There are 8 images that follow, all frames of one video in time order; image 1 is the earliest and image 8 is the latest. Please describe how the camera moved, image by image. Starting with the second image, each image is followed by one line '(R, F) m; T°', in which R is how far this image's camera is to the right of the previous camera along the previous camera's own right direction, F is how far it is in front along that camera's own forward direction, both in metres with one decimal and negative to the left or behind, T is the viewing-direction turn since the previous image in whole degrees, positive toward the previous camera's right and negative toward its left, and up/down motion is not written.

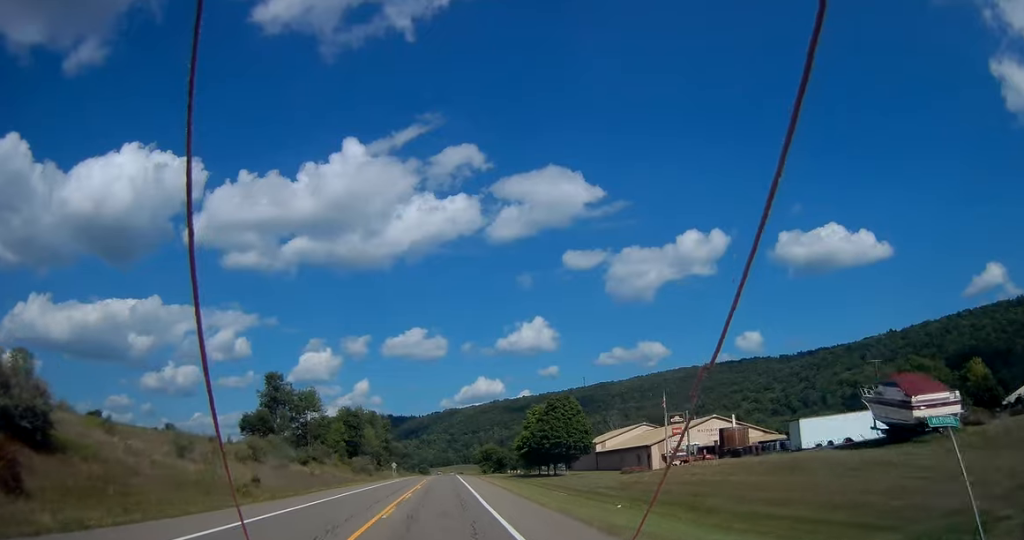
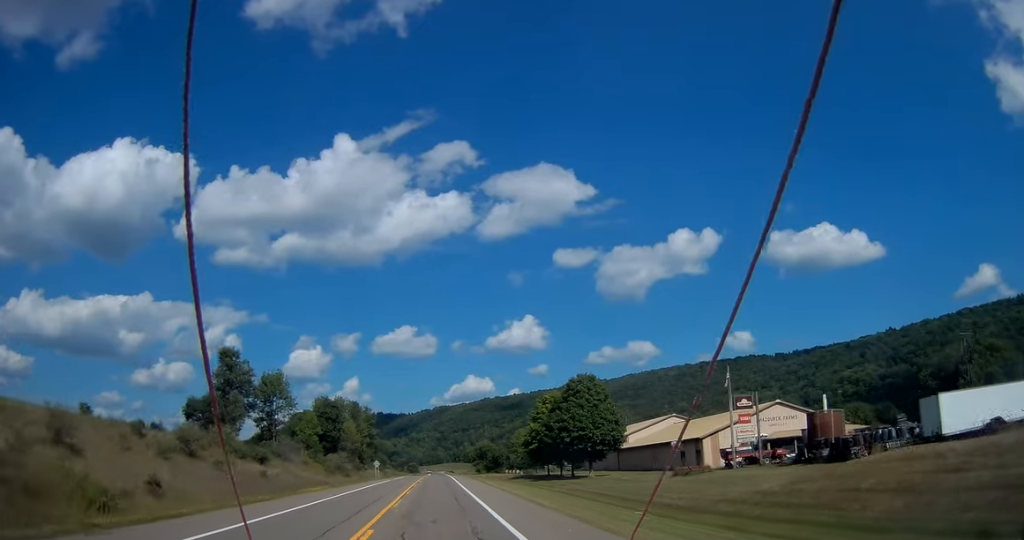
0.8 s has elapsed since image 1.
(-0.1, +19.1) m; +1°
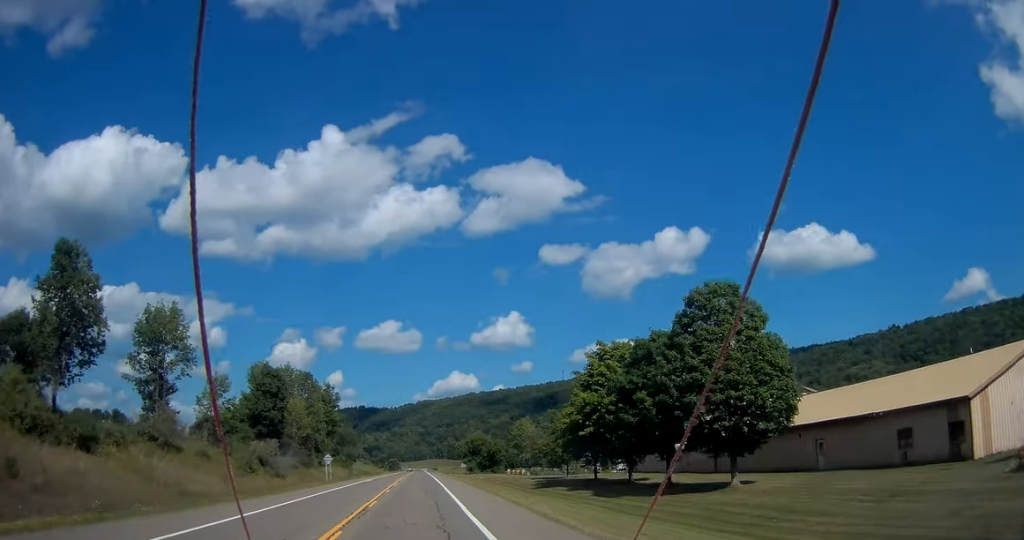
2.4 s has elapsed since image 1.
(+0.7, +38.2) m; +1°
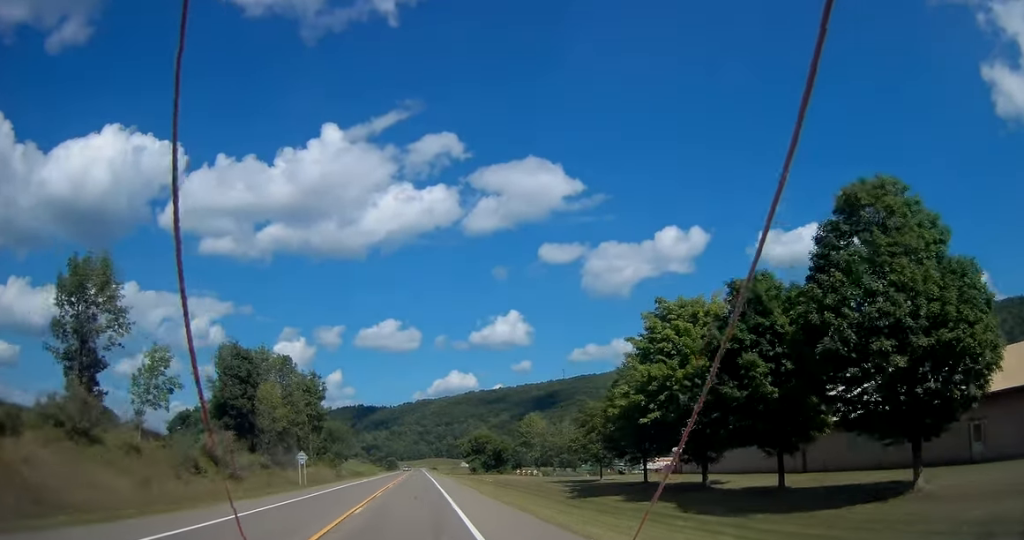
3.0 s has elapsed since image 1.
(0.0, +15.1) m; 0°
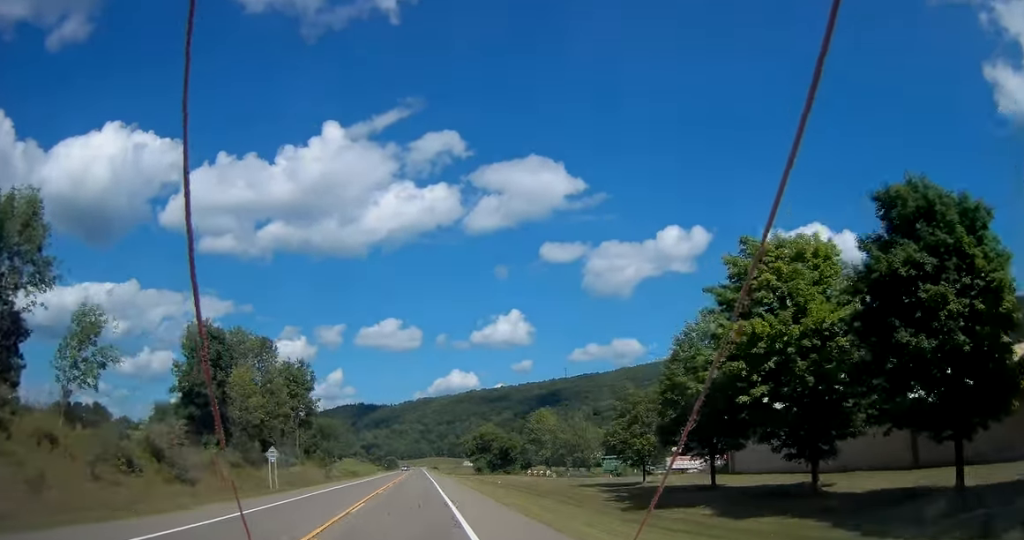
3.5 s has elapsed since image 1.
(0.0, +11.9) m; 0°
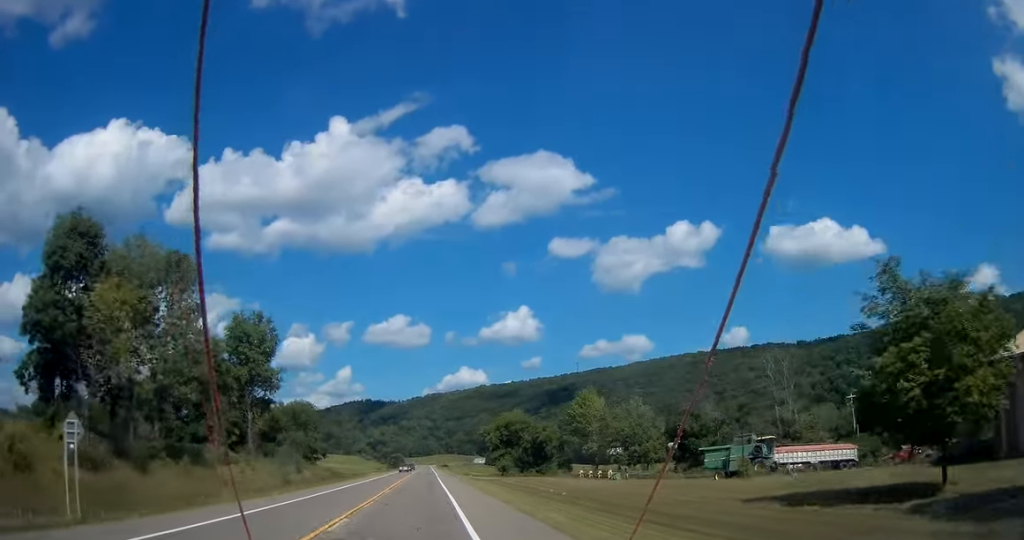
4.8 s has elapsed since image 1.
(+0.1, +30.2) m; 0°
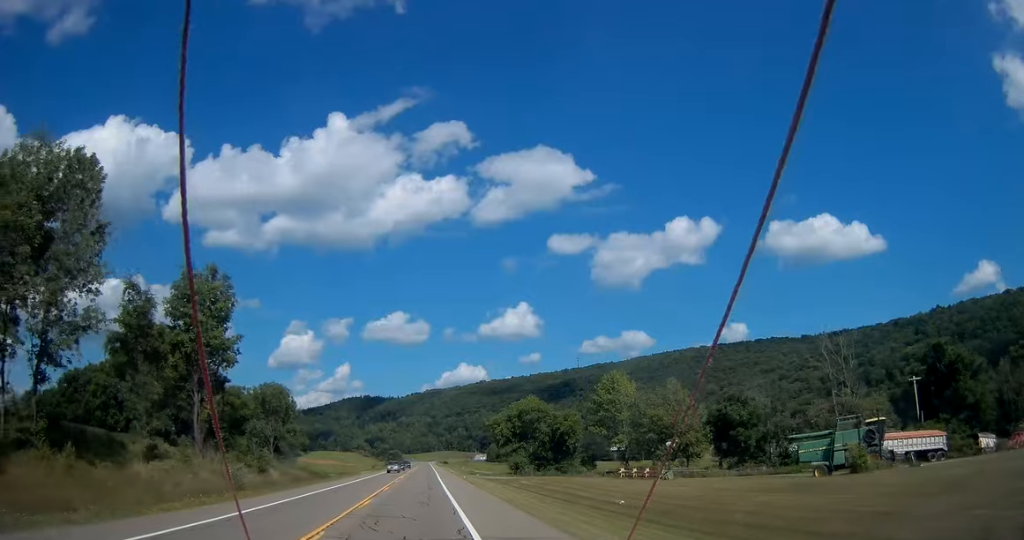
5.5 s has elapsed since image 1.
(0.0, +16.0) m; 0°
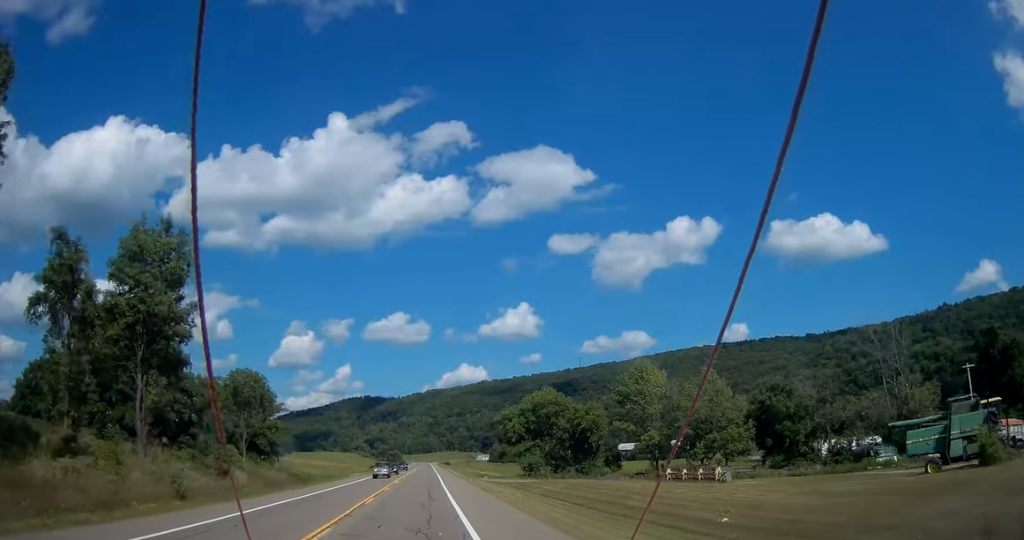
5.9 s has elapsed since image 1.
(0.0, +11.3) m; 0°
